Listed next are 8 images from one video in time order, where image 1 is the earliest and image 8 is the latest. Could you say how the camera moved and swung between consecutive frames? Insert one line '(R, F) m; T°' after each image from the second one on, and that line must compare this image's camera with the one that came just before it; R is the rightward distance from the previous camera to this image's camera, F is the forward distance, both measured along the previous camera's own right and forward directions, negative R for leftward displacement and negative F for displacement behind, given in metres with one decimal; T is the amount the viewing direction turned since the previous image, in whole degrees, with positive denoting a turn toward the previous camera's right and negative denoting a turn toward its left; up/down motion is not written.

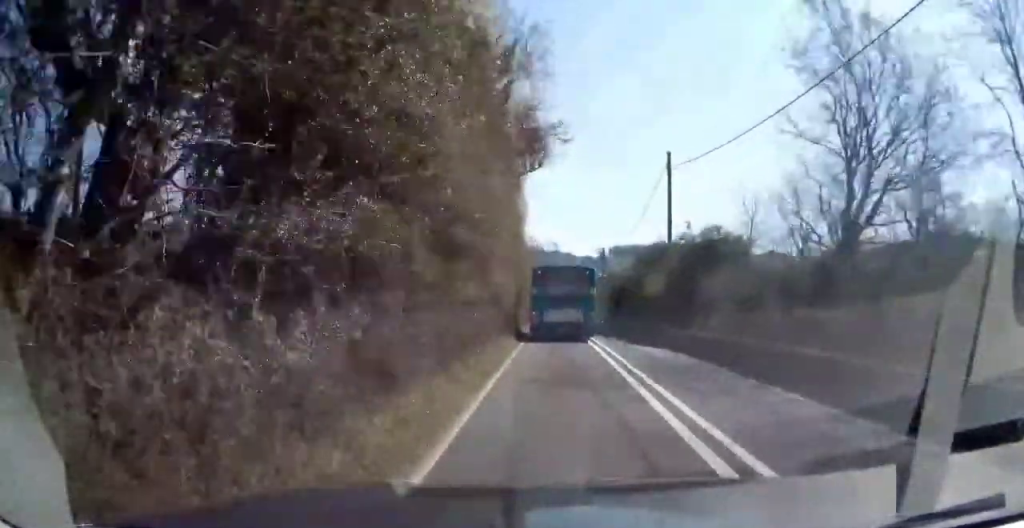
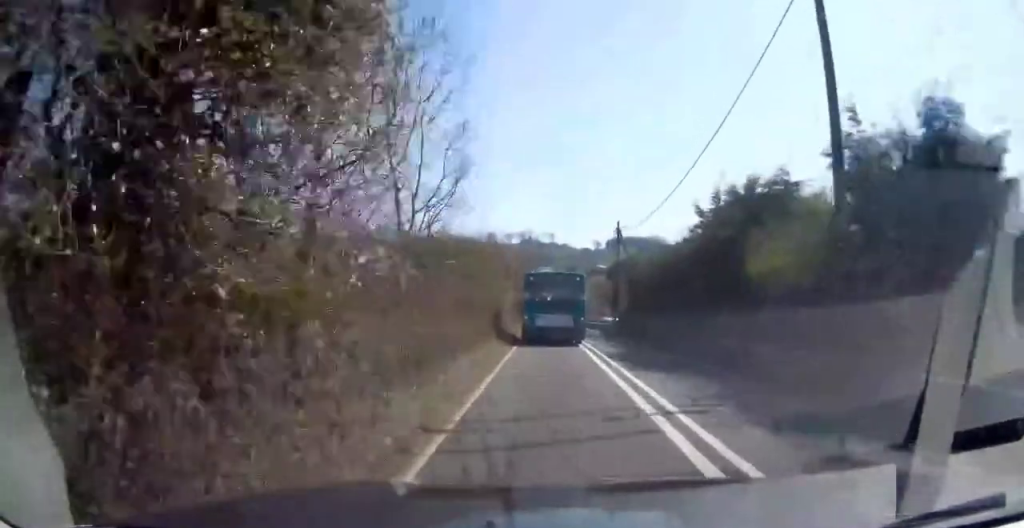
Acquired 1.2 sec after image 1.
(+0.1, +19.8) m; 0°
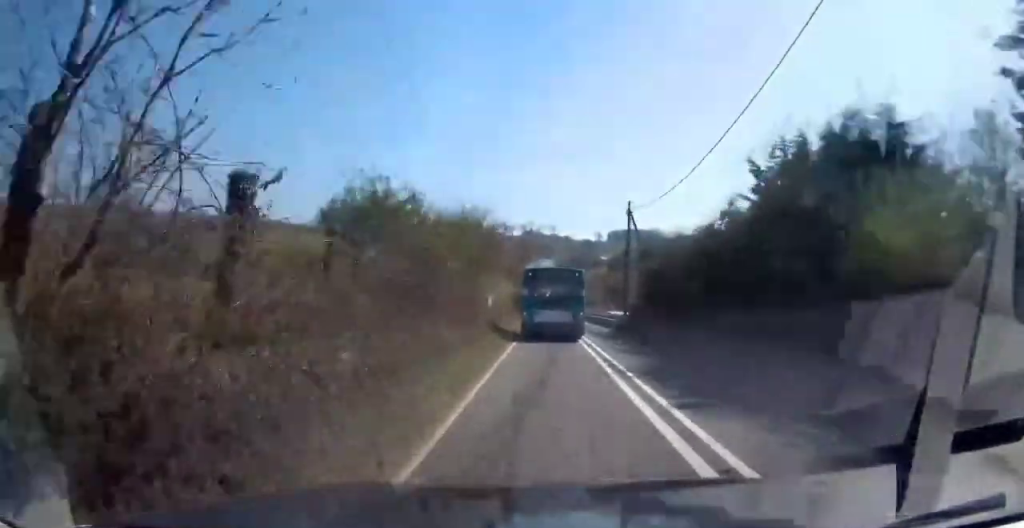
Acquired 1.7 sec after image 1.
(-0.5, +7.0) m; 0°
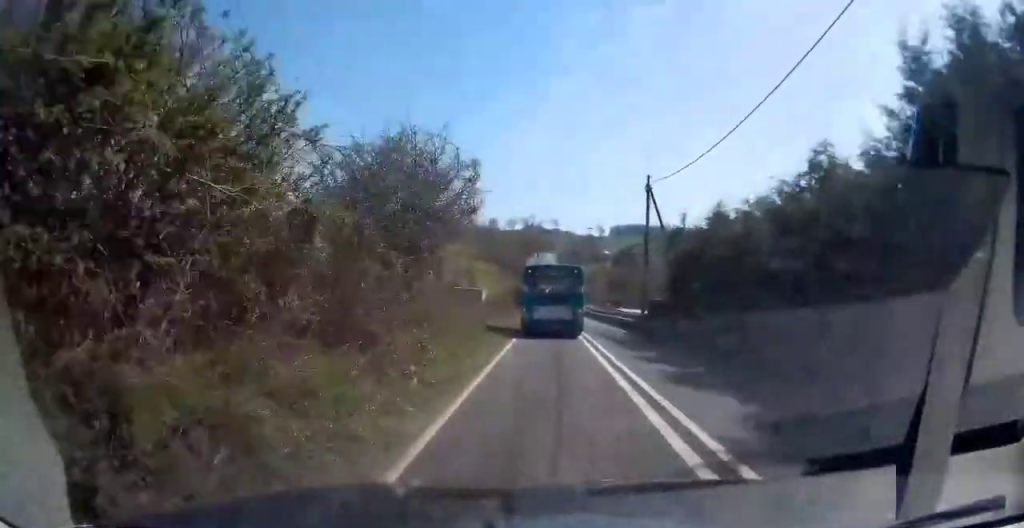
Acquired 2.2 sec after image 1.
(+0.4, +8.7) m; 0°
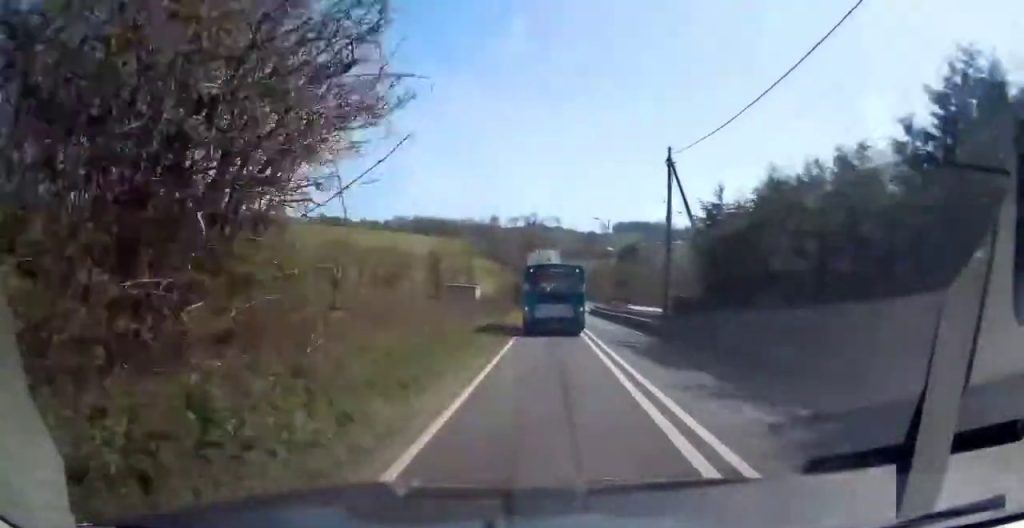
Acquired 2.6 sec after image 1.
(+0.5, +7.1) m; 0°
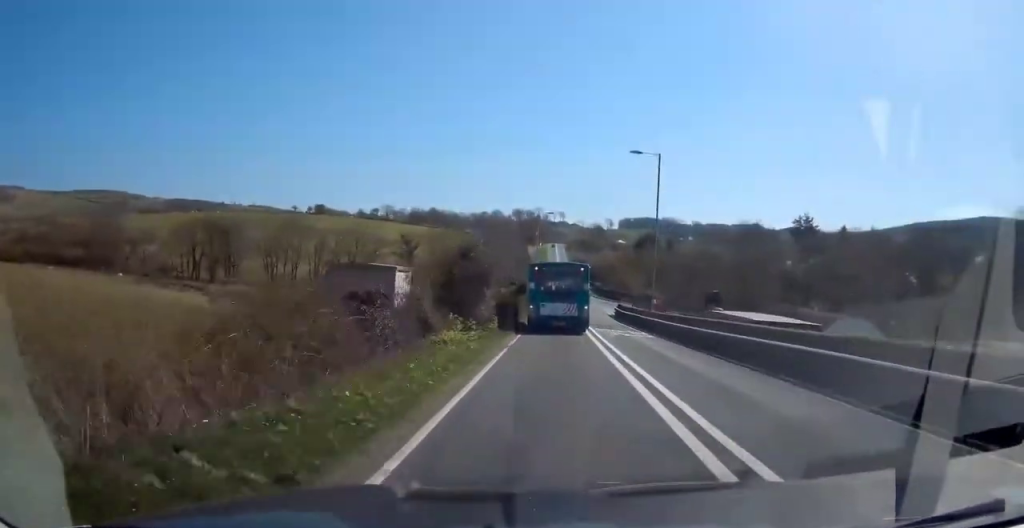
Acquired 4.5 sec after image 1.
(-0.7, +30.6) m; -2°
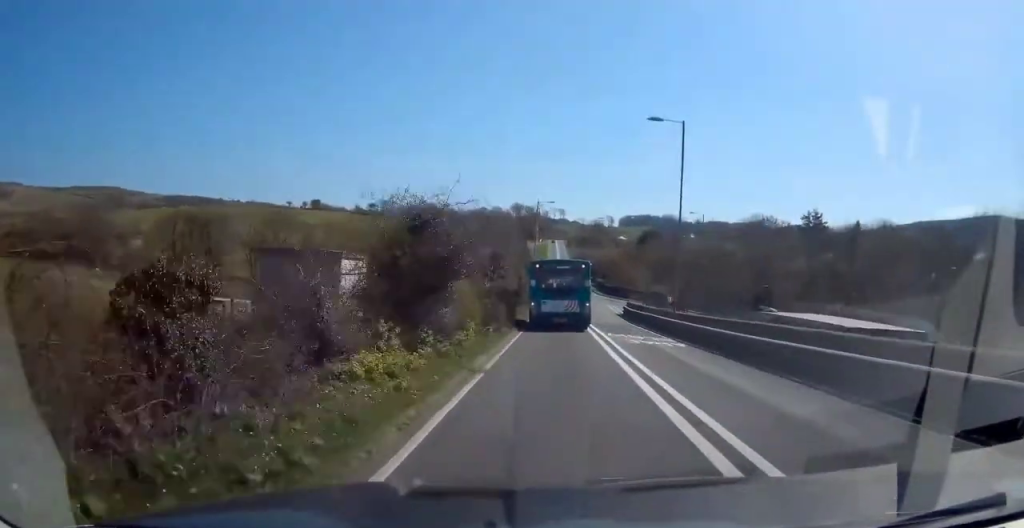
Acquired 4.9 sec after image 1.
(+0.1, +7.3) m; 0°
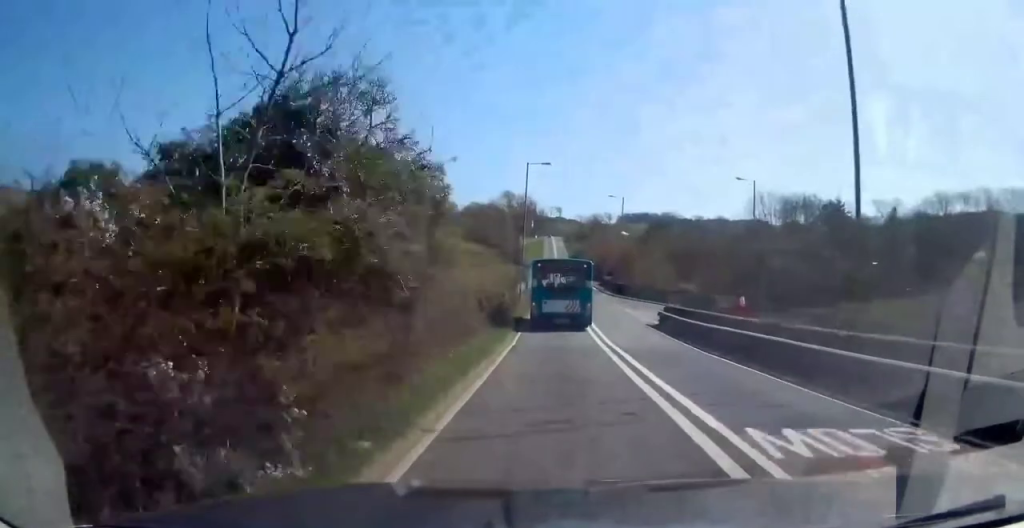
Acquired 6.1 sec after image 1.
(-0.5, +19.8) m; 0°
